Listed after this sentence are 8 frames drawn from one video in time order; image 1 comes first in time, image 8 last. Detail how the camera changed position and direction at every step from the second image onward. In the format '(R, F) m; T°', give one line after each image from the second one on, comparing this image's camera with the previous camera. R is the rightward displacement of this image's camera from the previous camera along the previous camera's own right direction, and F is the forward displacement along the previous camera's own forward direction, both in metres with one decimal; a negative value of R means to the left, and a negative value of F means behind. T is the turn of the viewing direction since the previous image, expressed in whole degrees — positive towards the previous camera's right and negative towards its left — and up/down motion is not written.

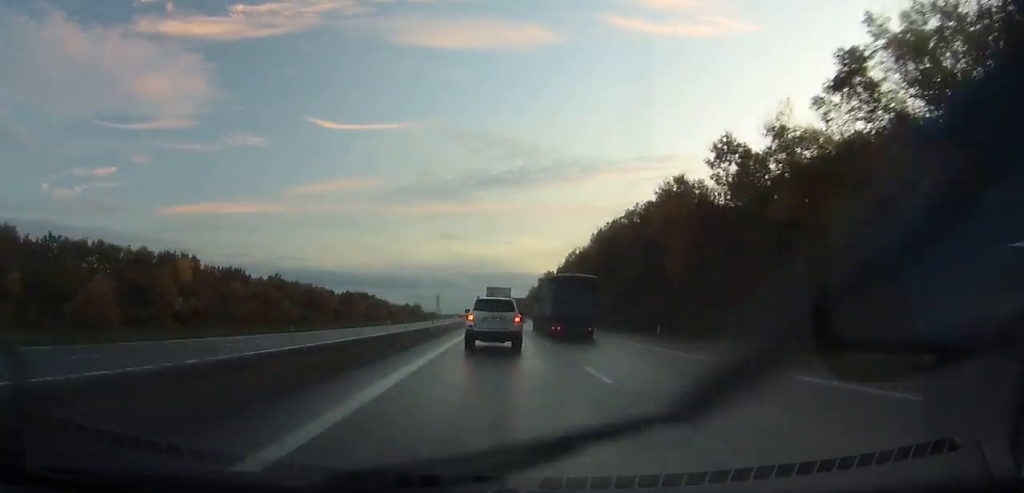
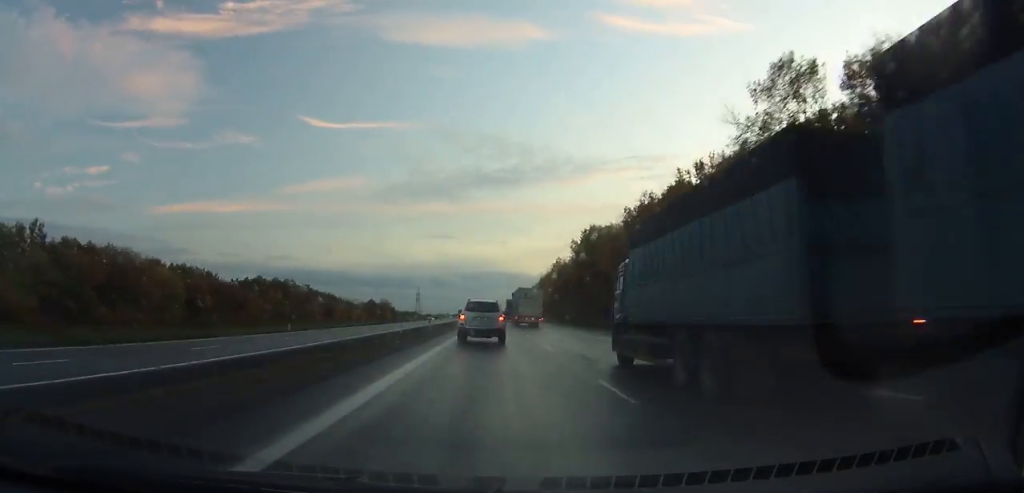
(-0.3, +98.4) m; 0°
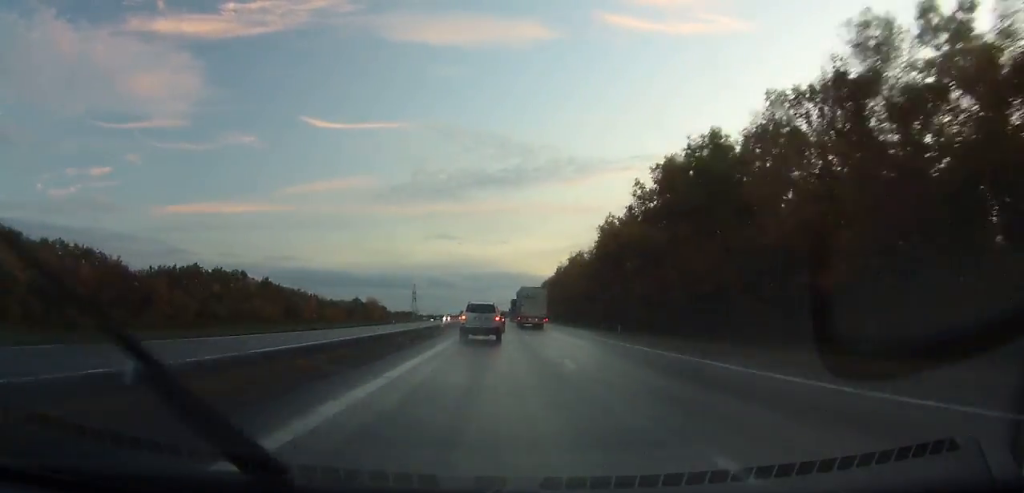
(+0.2, +42.6) m; 0°
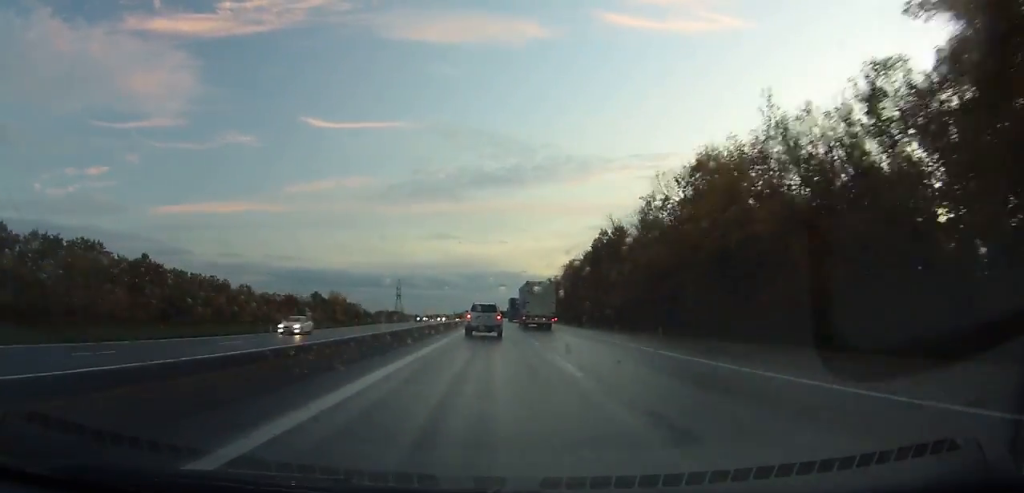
(+0.1, +60.7) m; 0°
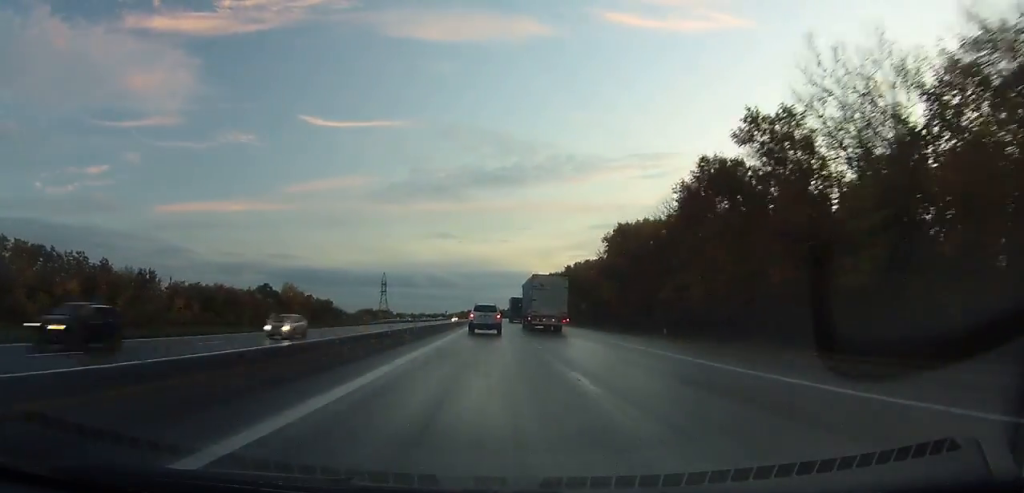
(-0.3, +48.6) m; 0°
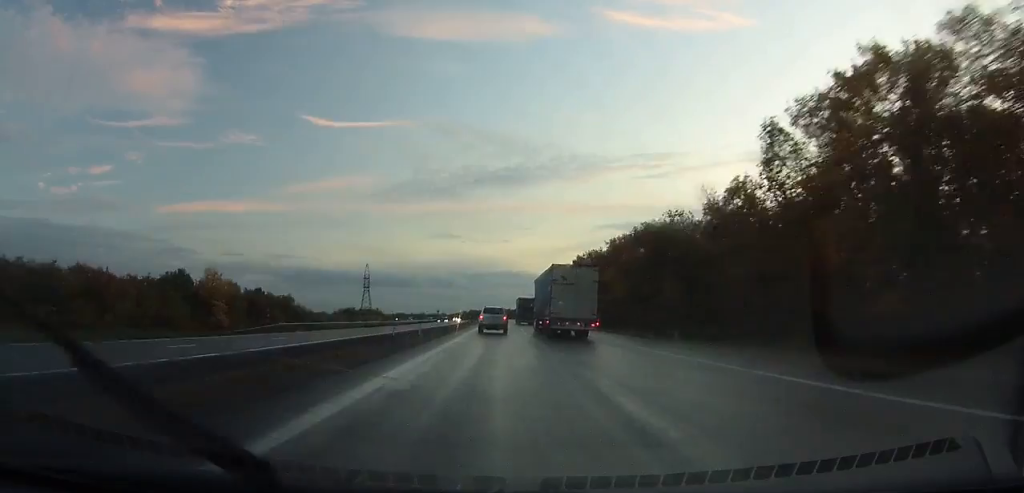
(+0.3, +51.5) m; 0°
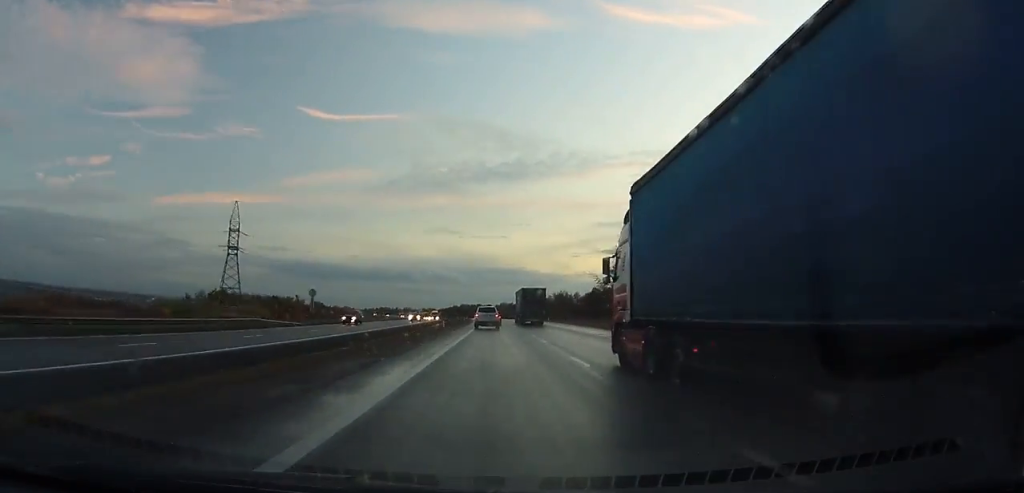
(-0.3, +133.7) m; 0°
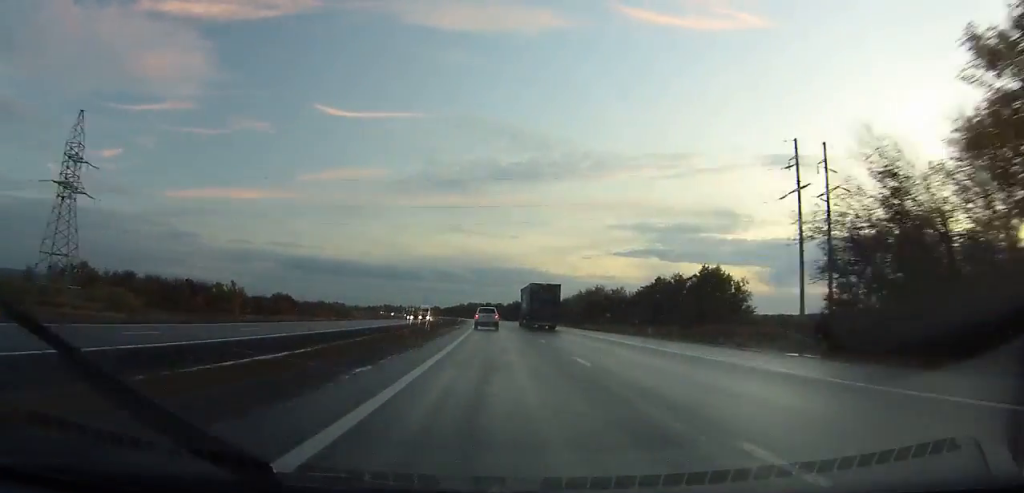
(+0.2, +57.8) m; -1°
